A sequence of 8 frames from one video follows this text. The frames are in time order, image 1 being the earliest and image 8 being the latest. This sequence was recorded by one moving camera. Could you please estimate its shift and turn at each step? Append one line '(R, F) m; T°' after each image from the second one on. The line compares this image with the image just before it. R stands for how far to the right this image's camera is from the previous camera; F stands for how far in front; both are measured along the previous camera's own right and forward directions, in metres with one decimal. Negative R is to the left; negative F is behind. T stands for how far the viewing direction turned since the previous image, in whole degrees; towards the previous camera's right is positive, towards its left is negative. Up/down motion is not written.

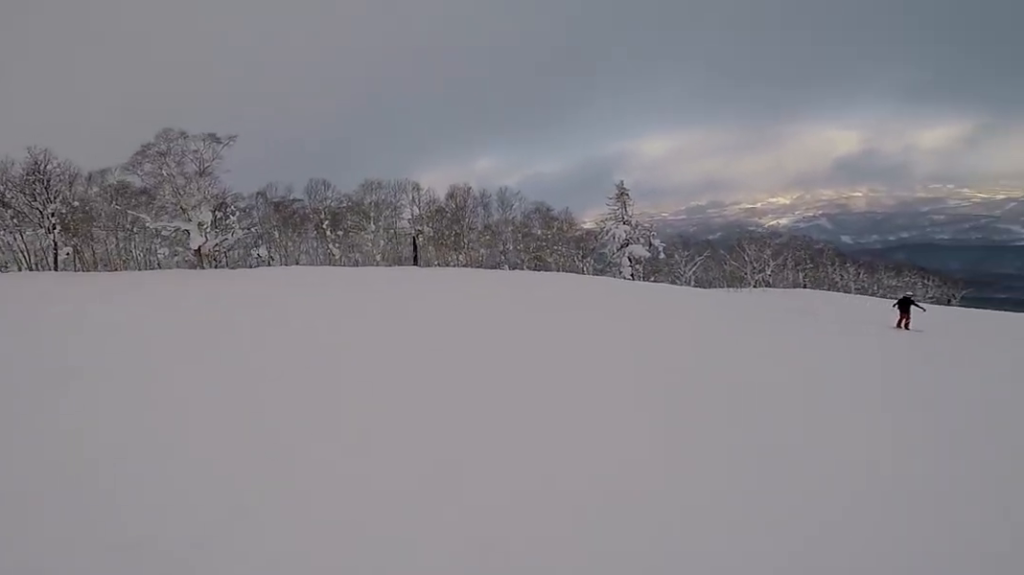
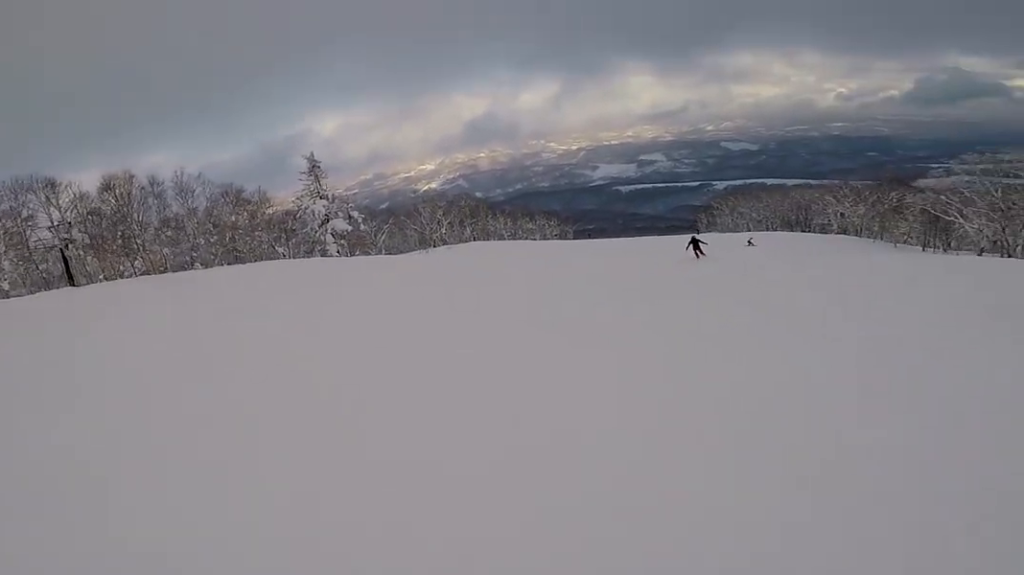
(+0.9, +6.4) m; +23°
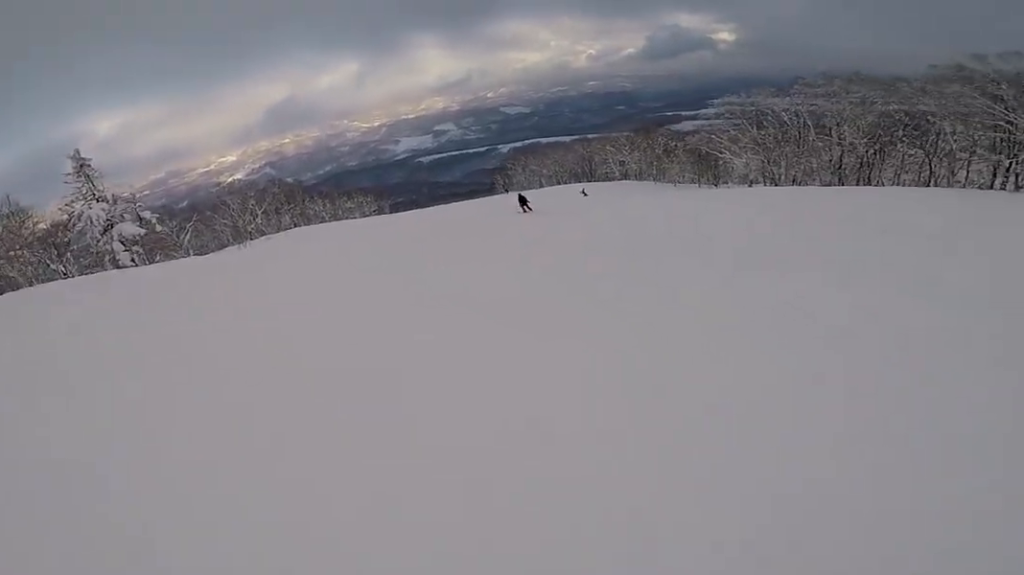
(-0.2, +4.6) m; +22°
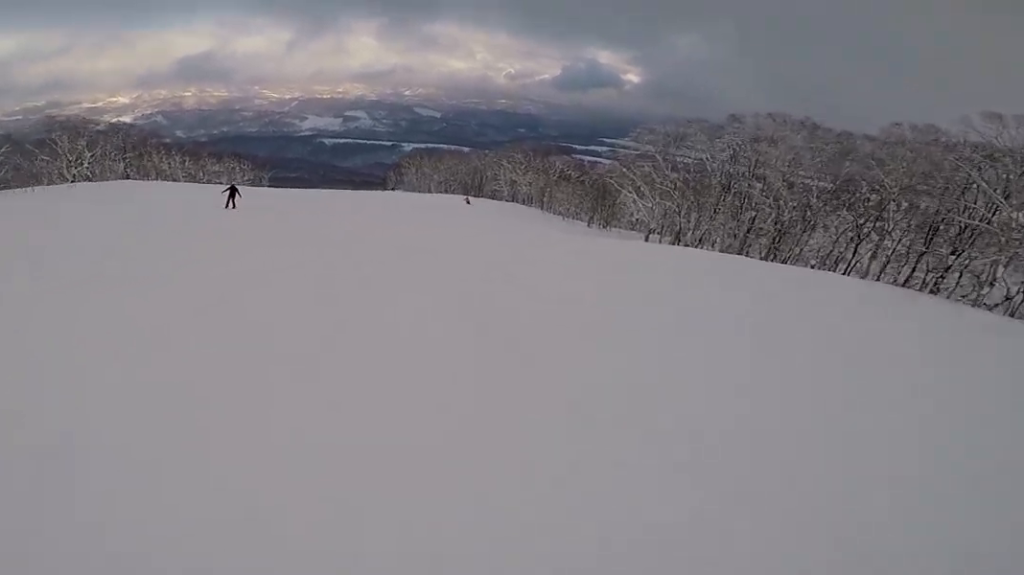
(+4.8, +11.4) m; +9°
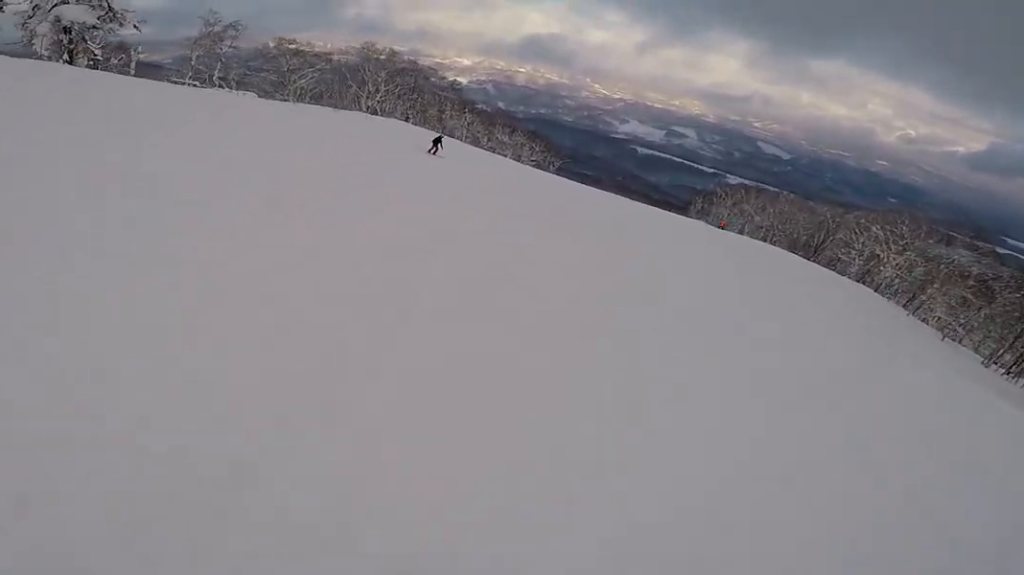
(-3.0, +11.7) m; -22°
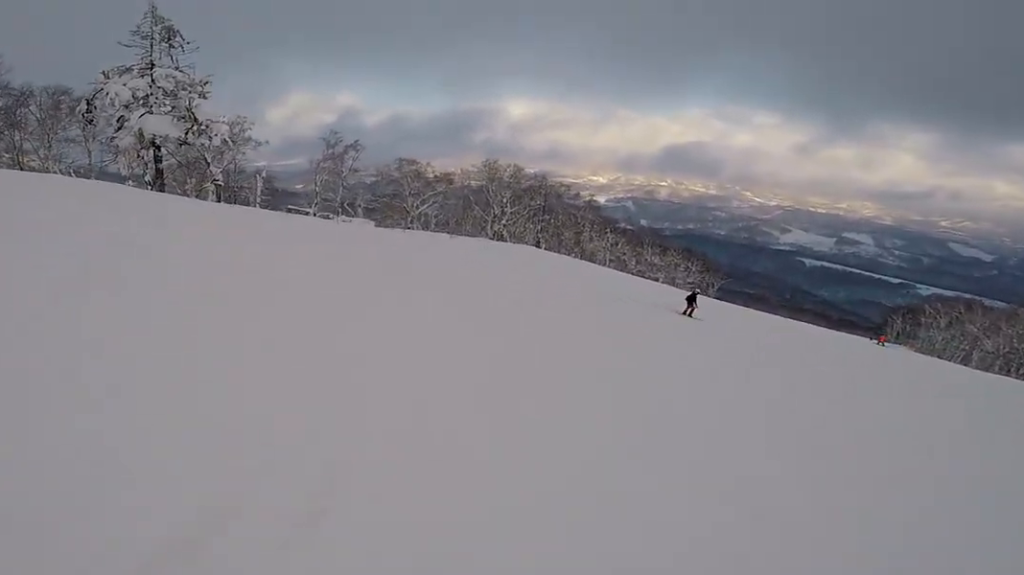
(-0.5, +7.9) m; -10°
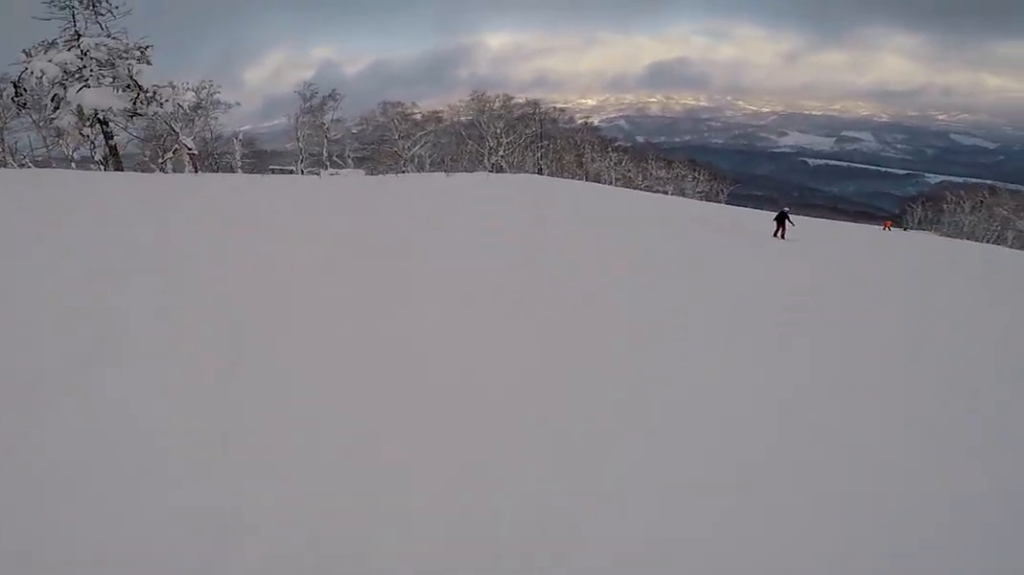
(-0.3, +3.1) m; -3°
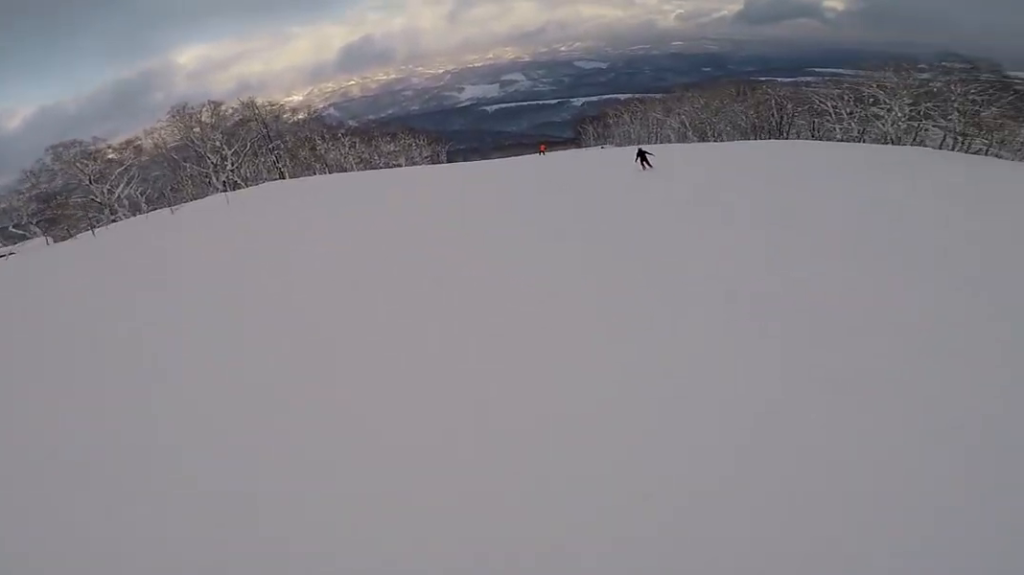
(-0.1, +7.9) m; +21°
